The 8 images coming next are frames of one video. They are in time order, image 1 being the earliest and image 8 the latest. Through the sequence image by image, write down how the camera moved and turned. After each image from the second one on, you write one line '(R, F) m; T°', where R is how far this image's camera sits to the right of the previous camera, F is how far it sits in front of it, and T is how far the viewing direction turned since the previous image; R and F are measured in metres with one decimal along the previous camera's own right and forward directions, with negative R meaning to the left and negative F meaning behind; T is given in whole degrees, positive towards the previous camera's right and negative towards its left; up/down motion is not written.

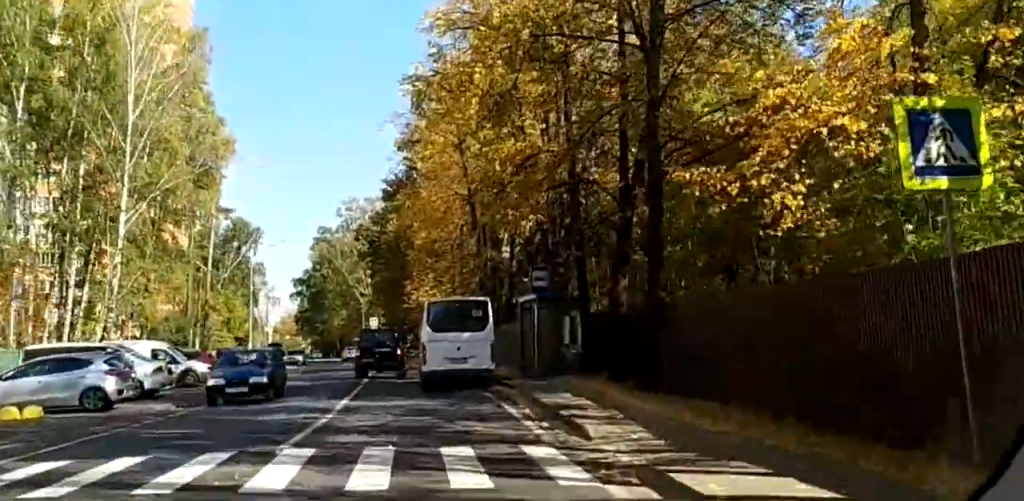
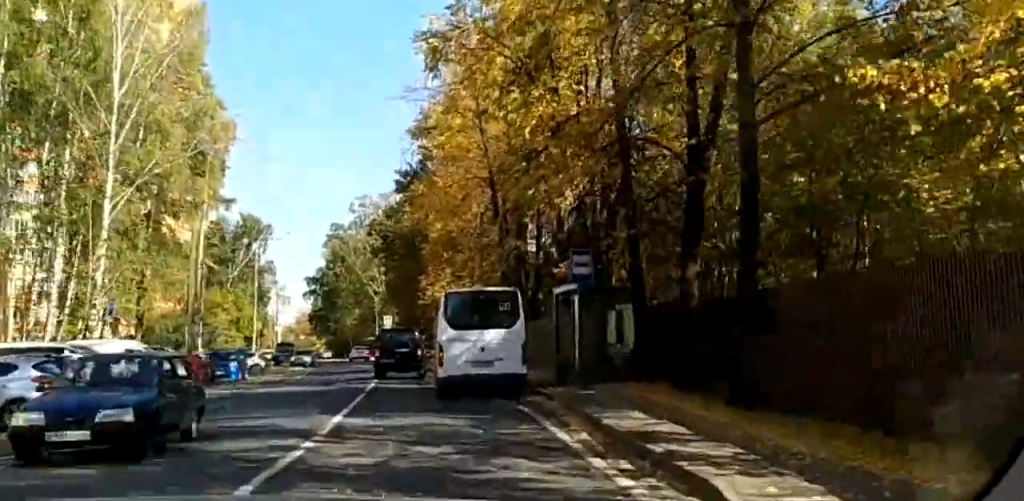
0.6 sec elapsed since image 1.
(0.0, +6.0) m; -1°
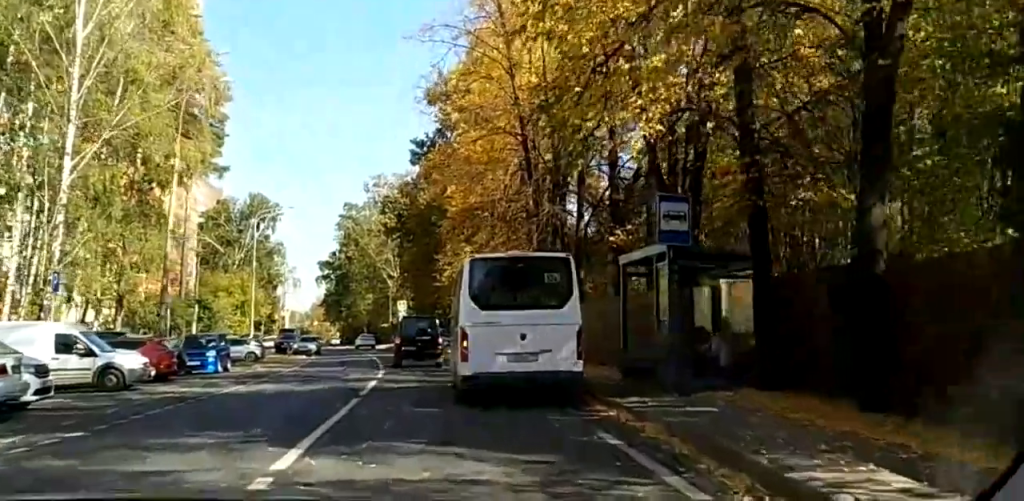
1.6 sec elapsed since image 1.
(-0.2, +8.8) m; -4°
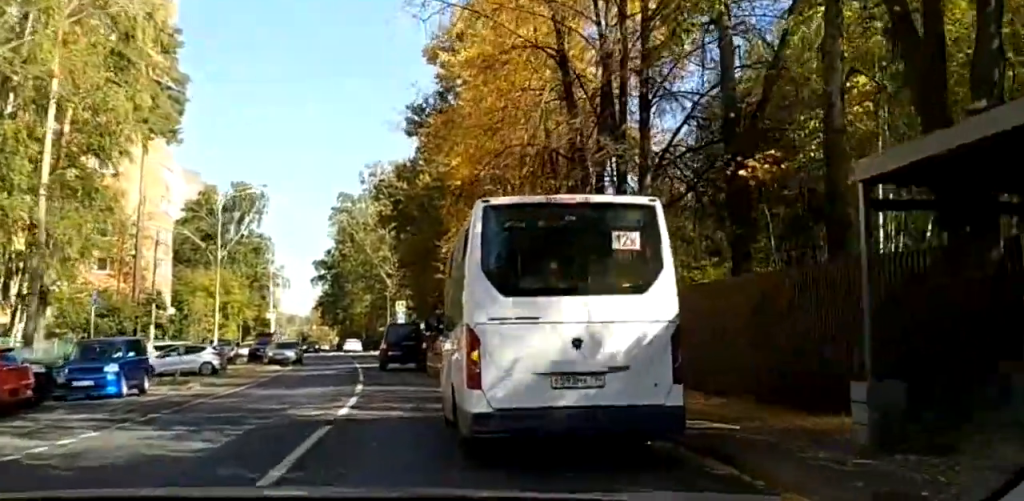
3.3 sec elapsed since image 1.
(-0.6, +12.6) m; -7°
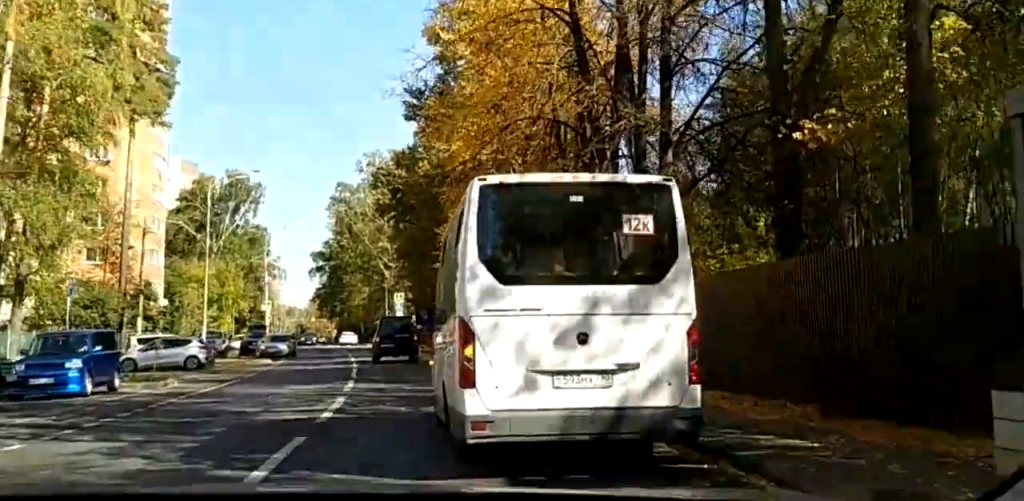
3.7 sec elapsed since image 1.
(-0.1, +2.5) m; -2°
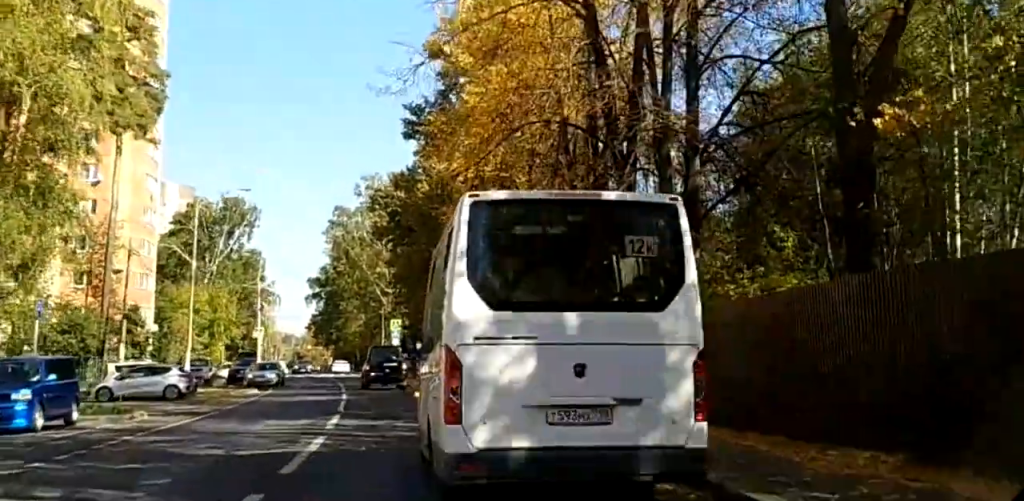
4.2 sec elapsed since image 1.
(-0.2, +2.6) m; -3°
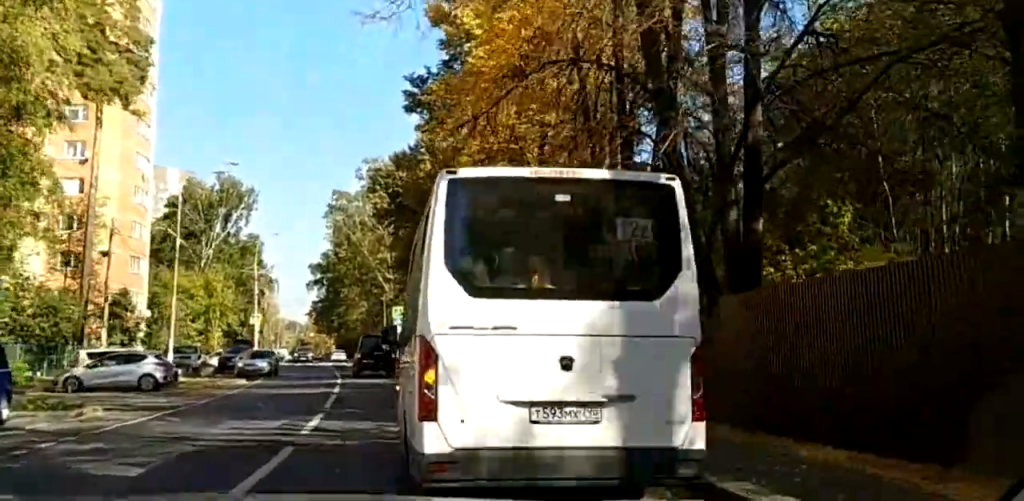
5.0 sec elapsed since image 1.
(-0.1, +3.8) m; -1°
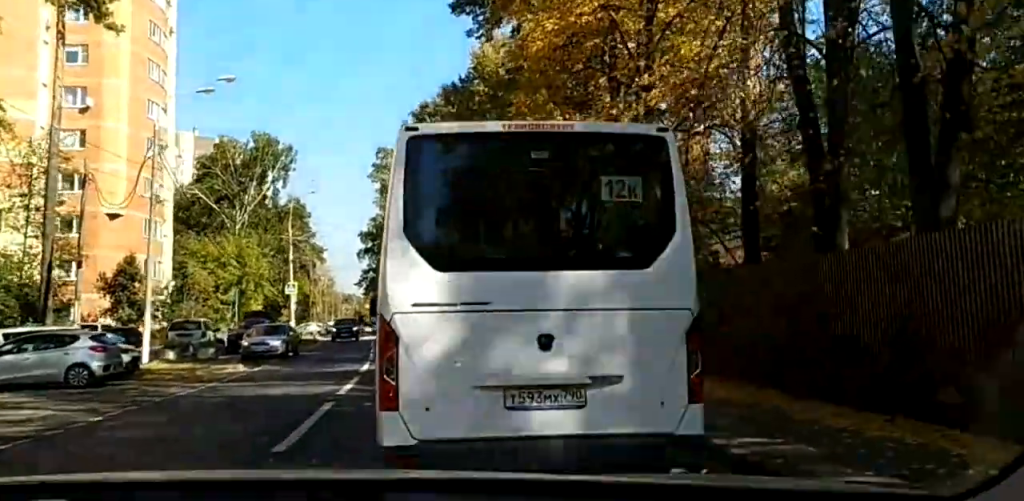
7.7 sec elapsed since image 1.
(+0.2, +9.7) m; +5°
